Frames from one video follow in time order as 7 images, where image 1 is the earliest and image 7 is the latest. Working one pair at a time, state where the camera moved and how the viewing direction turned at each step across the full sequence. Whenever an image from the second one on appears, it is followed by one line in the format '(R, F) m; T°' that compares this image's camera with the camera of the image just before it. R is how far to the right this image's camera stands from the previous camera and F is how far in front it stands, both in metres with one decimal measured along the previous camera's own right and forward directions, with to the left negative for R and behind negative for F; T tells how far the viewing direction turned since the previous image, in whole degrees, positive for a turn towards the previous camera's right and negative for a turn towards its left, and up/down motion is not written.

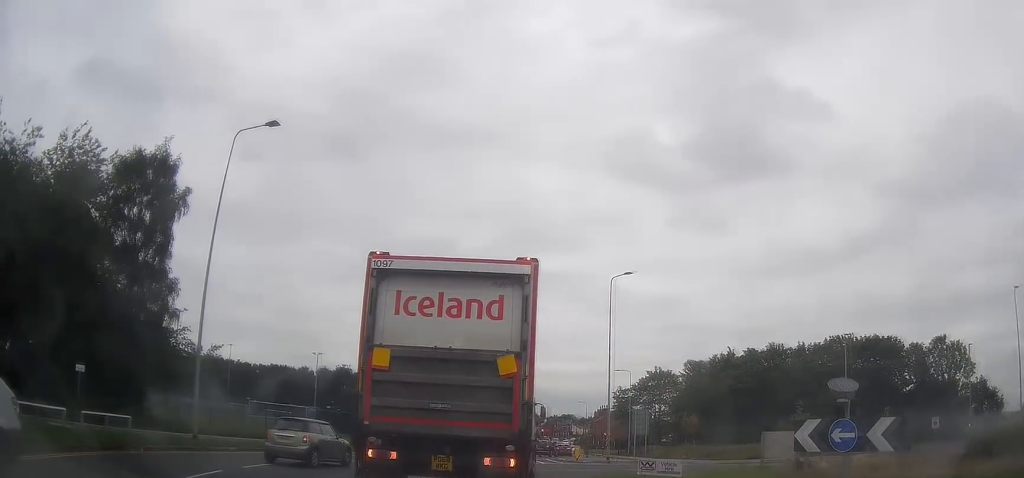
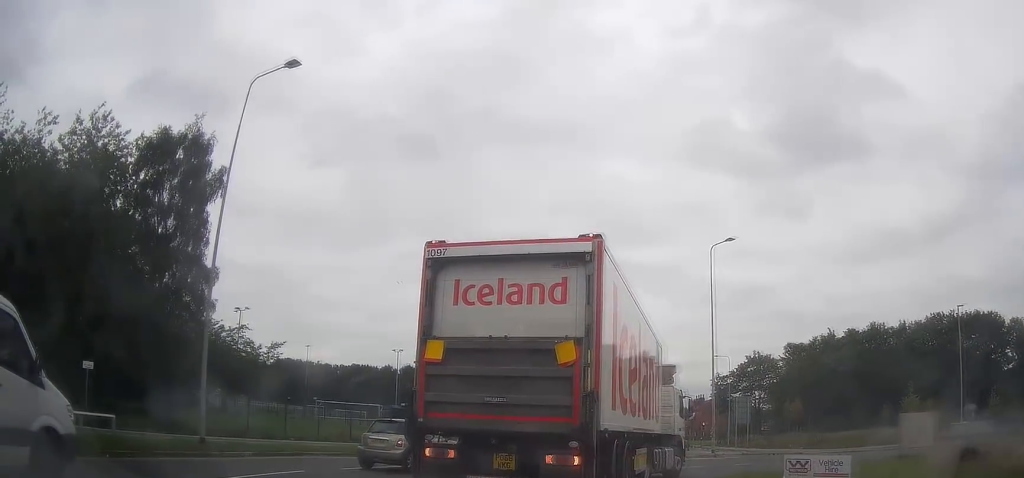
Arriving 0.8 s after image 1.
(-0.5, +4.9) m; -9°
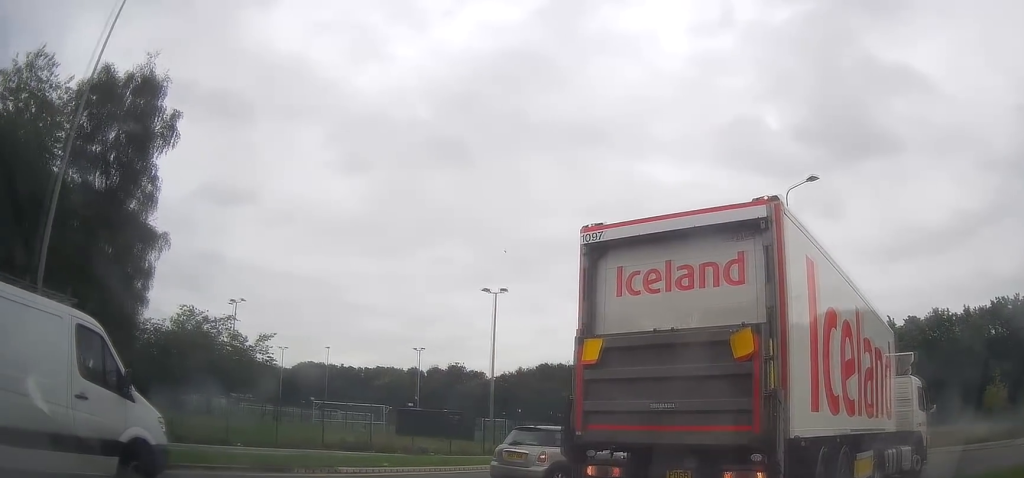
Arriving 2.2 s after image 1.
(-0.9, +8.9) m; -7°
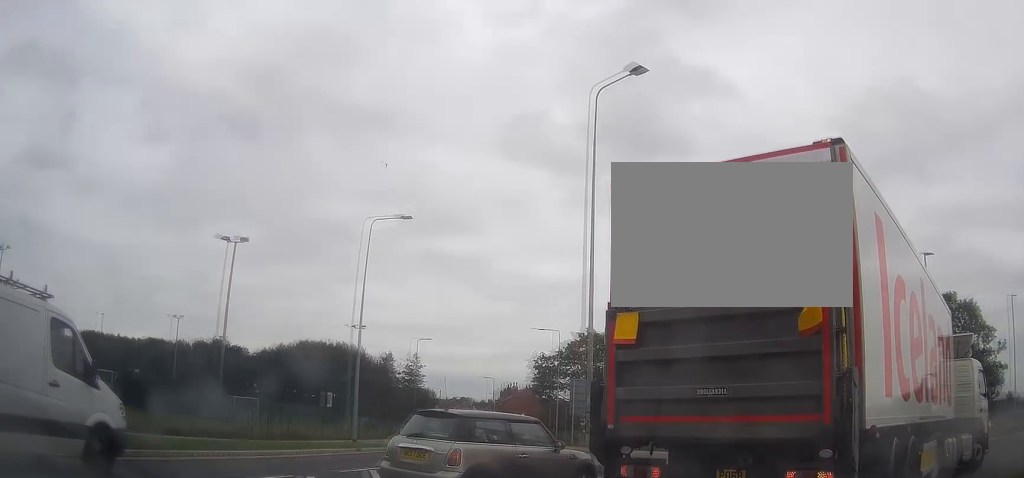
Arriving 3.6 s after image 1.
(+0.3, +9.0) m; +10°
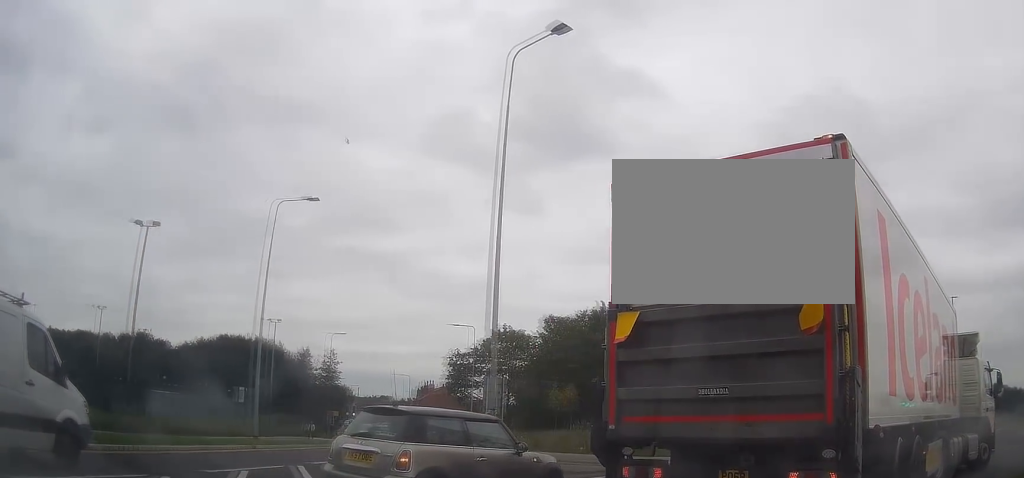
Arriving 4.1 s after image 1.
(0.0, +2.5) m; +5°
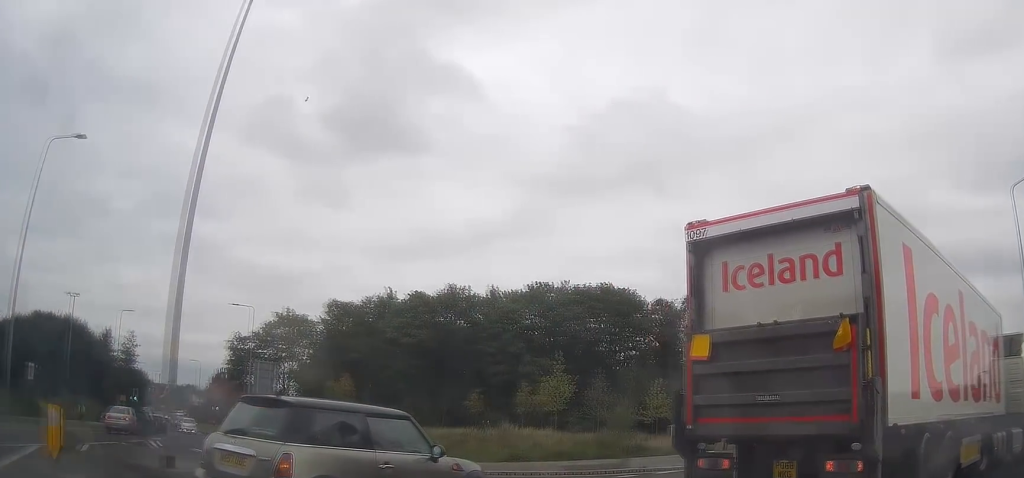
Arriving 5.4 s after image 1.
(+1.3, +6.7) m; +19°
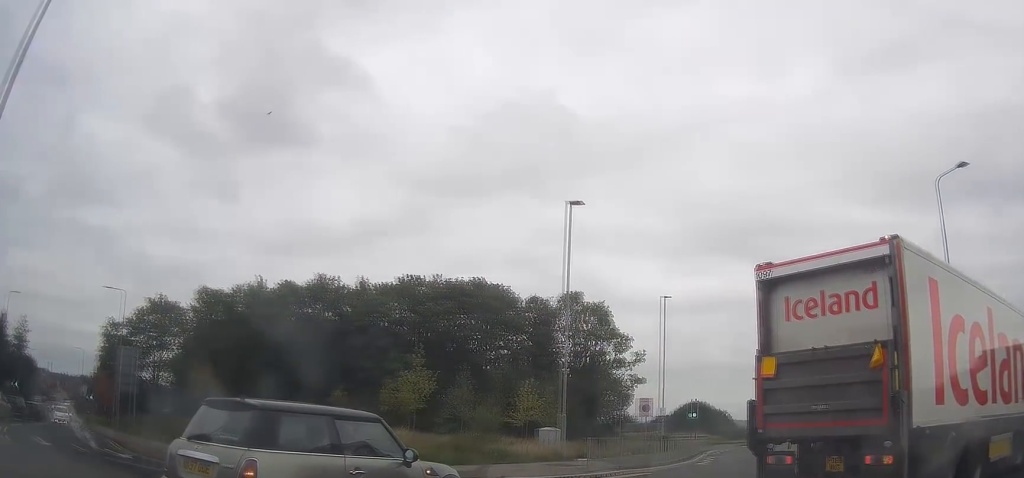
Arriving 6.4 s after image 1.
(+0.4, +3.9) m; +15°
